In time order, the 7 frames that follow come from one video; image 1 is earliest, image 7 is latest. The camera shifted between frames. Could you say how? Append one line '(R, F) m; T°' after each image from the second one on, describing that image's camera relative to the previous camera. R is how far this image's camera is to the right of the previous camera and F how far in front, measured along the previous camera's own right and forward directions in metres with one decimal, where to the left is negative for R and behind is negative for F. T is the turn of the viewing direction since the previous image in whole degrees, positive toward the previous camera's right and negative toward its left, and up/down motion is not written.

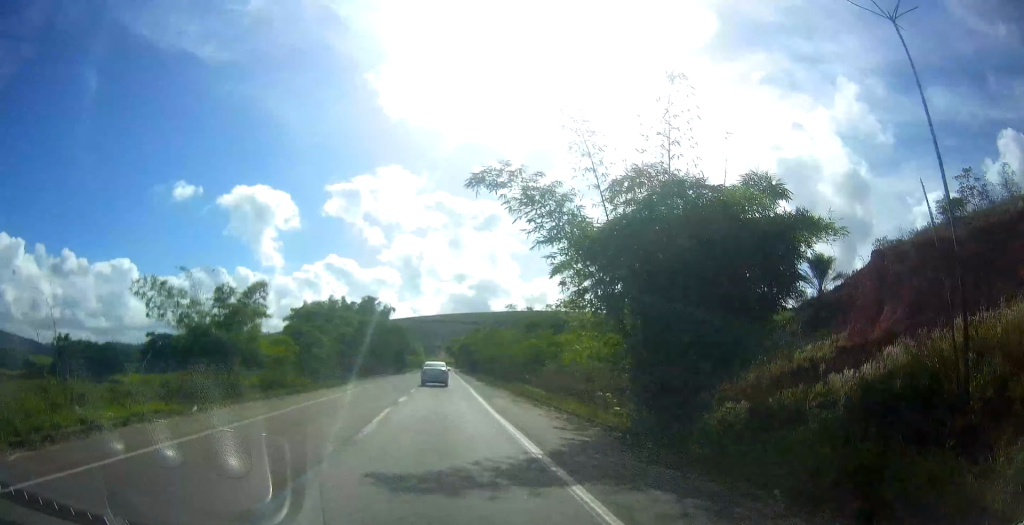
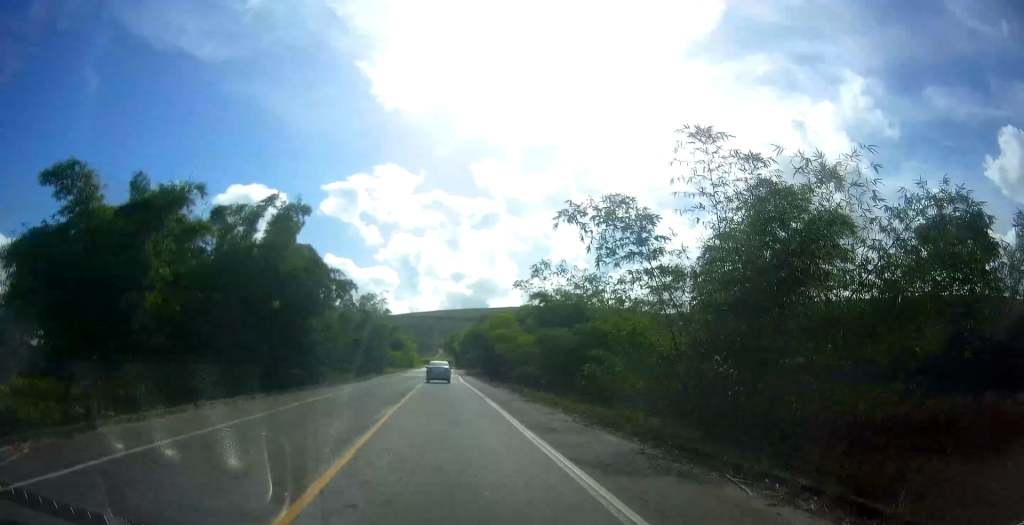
(-0.7, +47.6) m; -1°
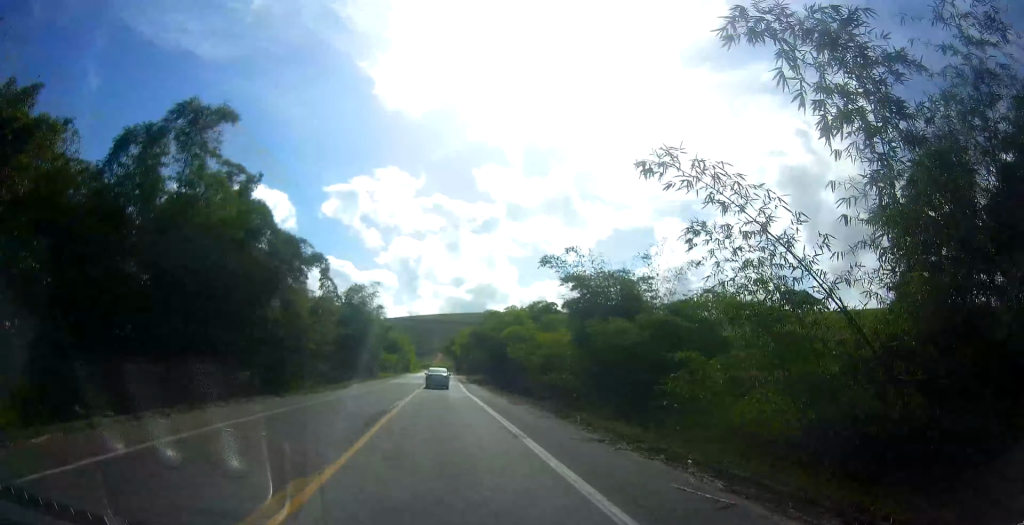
(0.0, +11.0) m; 0°
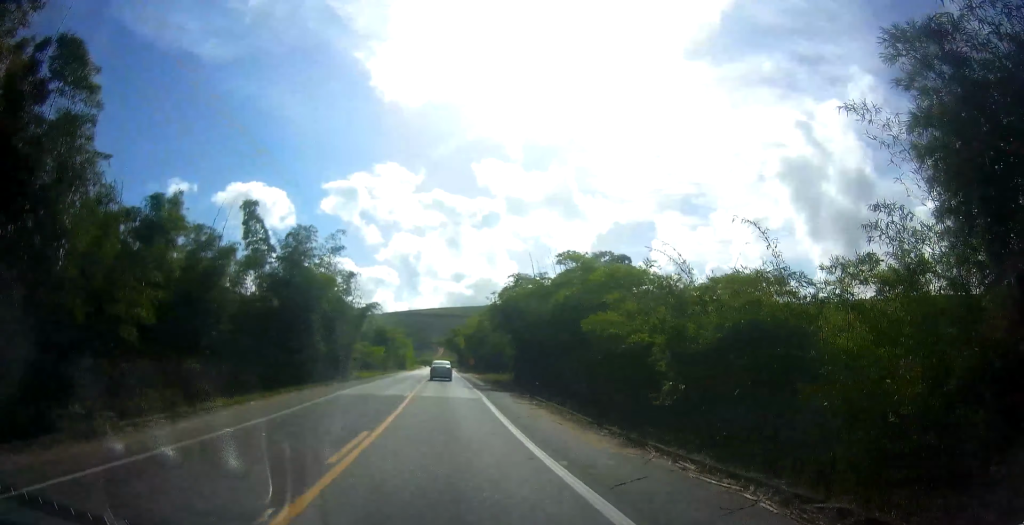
(+0.1, +26.2) m; 0°
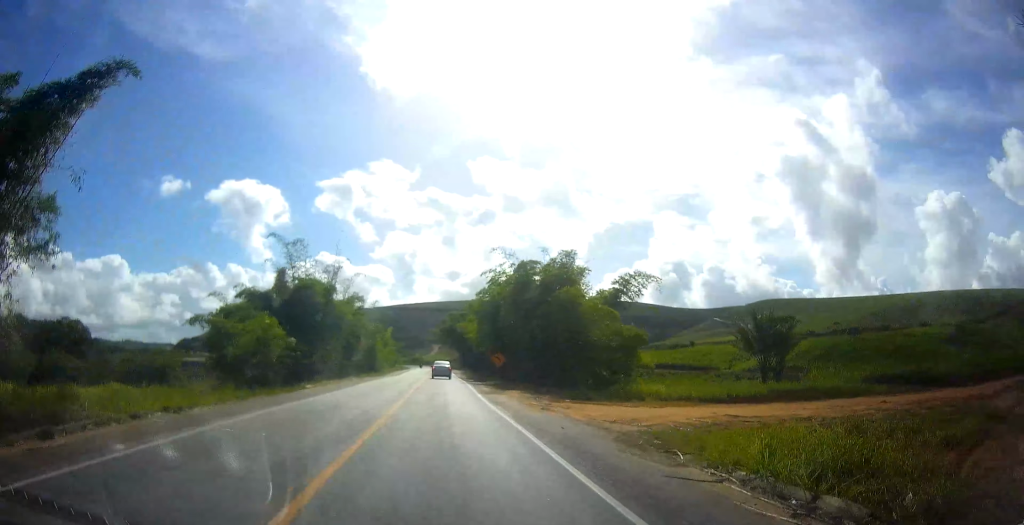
(-0.3, +56.8) m; 0°
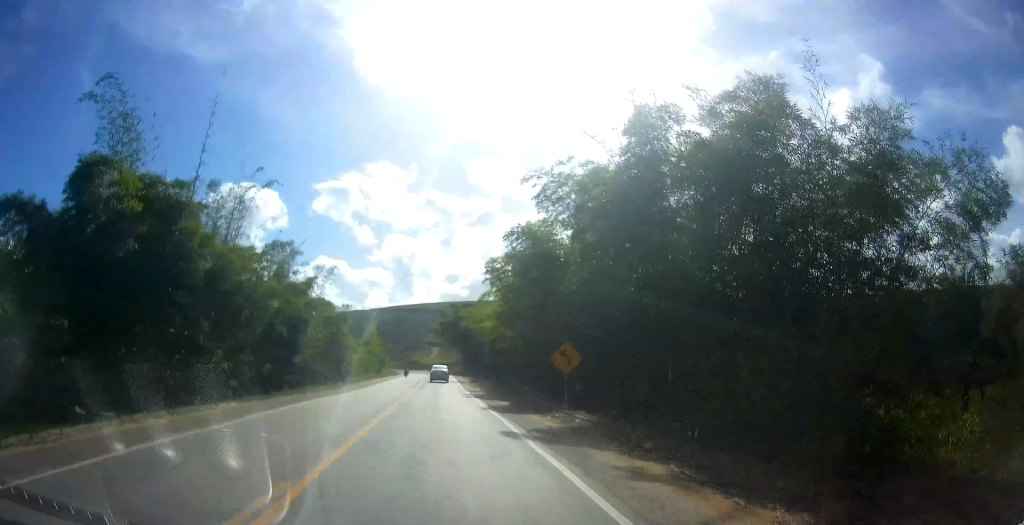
(+0.2, +29.4) m; +1°
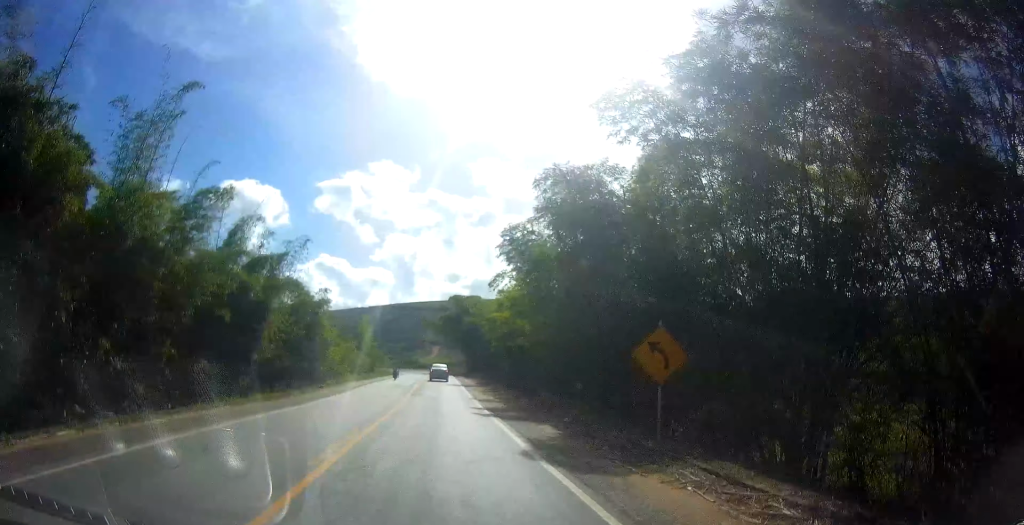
(+0.1, +10.5) m; 0°
